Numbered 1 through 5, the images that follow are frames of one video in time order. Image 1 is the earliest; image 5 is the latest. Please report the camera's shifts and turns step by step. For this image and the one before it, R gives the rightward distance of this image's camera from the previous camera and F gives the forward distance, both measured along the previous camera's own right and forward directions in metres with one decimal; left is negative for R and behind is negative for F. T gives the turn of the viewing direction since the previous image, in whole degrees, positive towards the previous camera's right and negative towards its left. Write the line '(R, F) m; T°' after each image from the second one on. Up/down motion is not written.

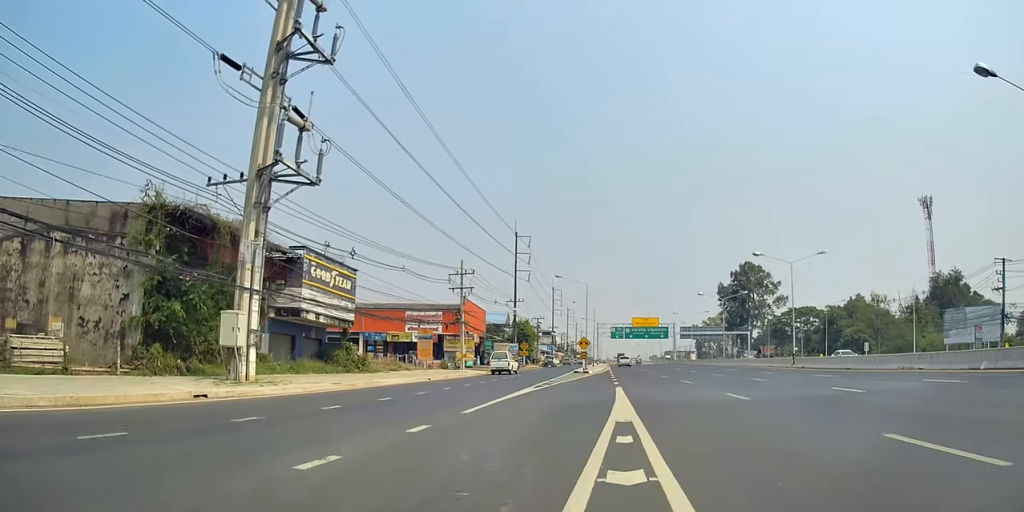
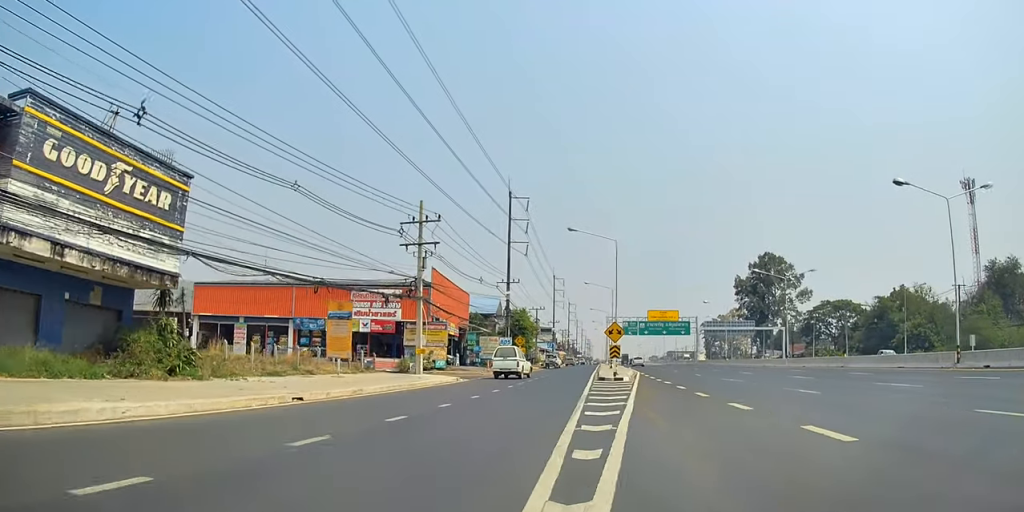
(-0.9, +24.0) m; -1°
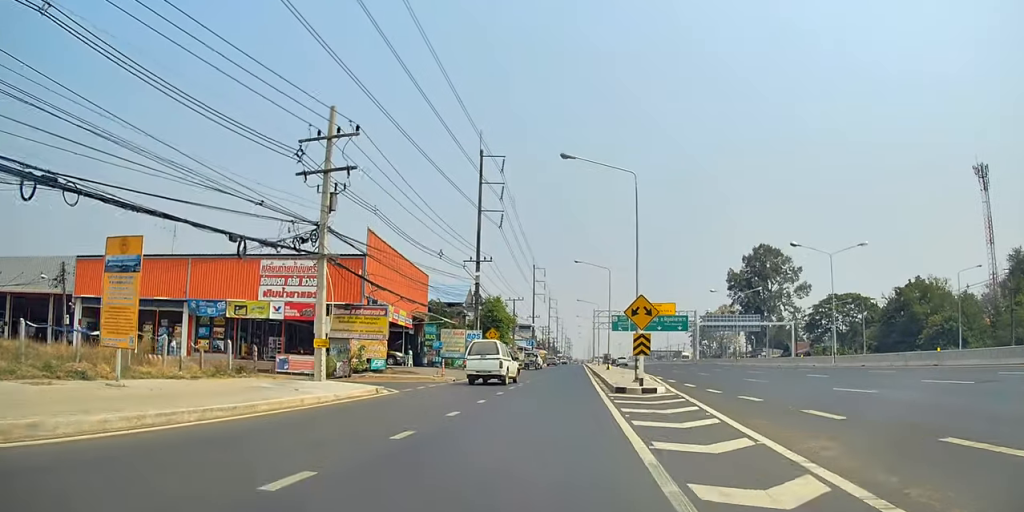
(+0.3, +15.6) m; +1°
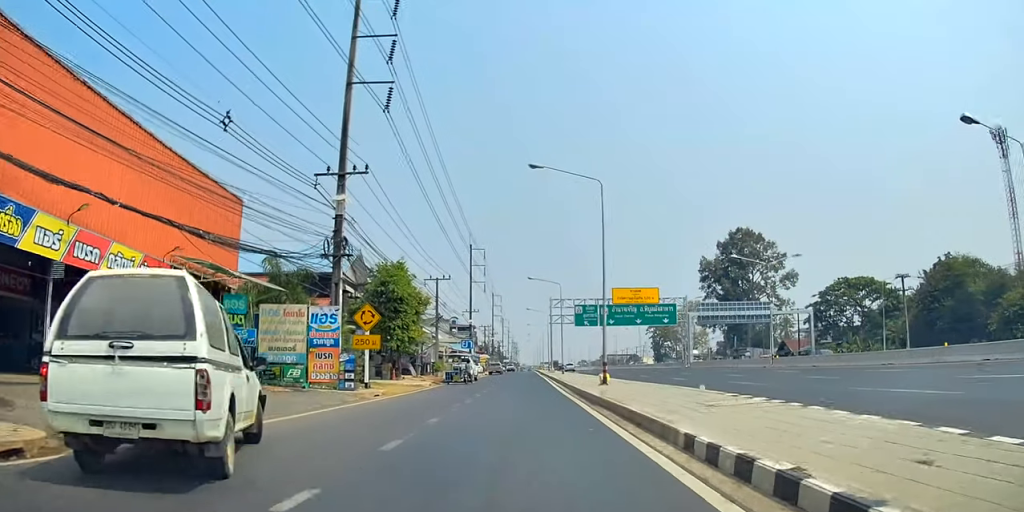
(+0.3, +28.6) m; +2°
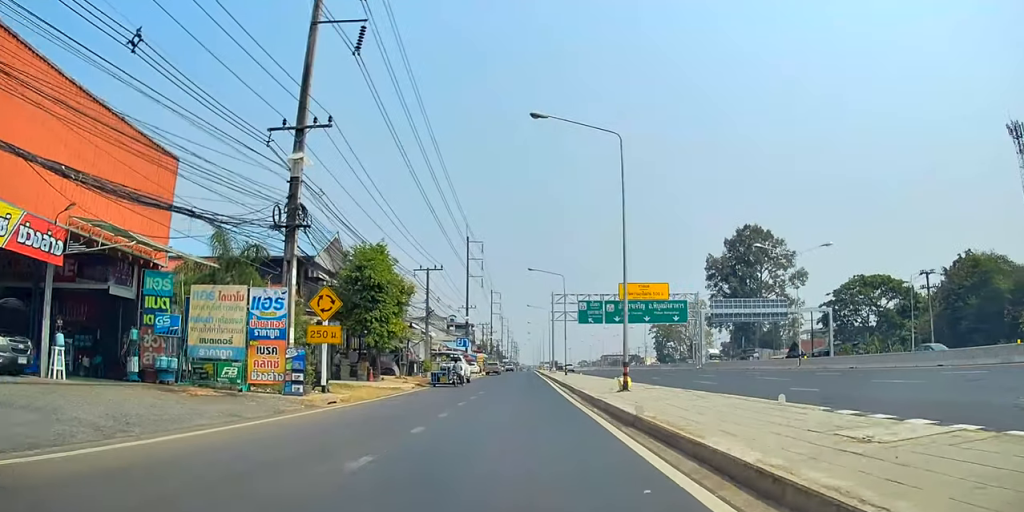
(-0.2, +6.0) m; +2°
